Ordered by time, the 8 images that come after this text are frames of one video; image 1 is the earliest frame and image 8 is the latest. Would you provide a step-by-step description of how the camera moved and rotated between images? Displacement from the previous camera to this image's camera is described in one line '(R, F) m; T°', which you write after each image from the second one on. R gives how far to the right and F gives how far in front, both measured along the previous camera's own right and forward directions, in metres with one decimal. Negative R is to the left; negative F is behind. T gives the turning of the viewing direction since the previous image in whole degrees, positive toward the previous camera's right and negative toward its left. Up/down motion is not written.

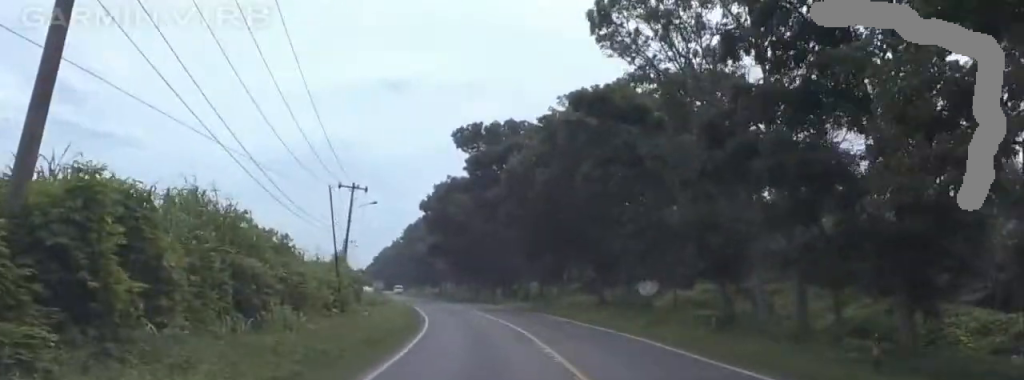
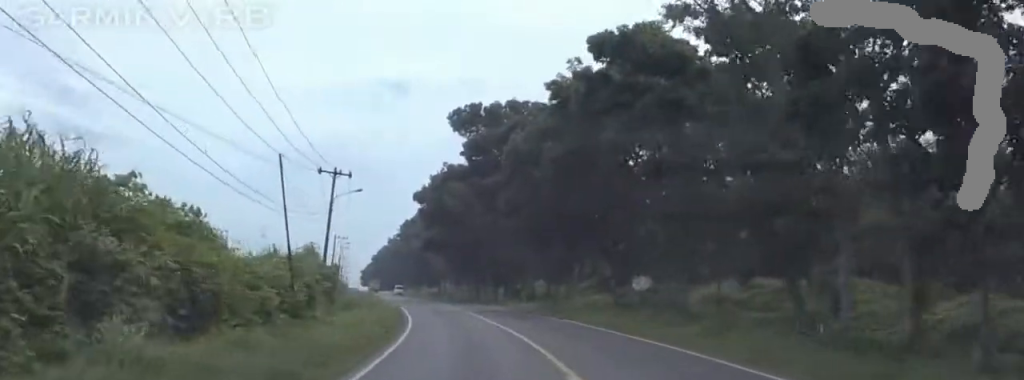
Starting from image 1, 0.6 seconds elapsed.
(0.0, +9.5) m; 0°
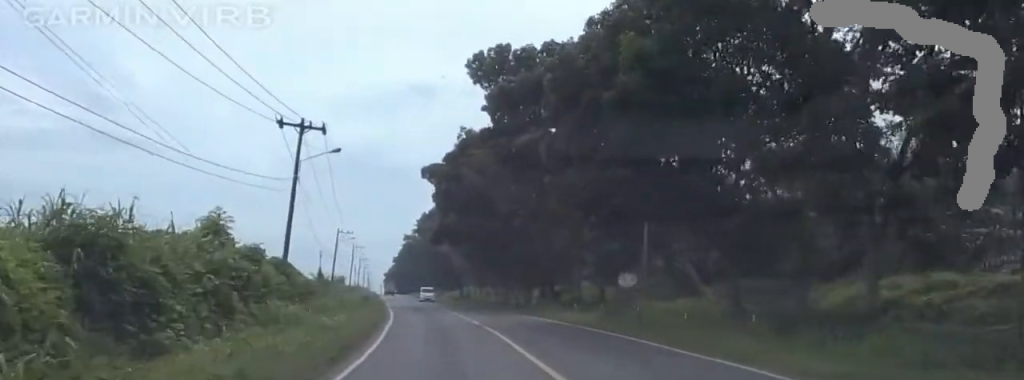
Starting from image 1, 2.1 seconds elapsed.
(0.0, +21.1) m; -2°
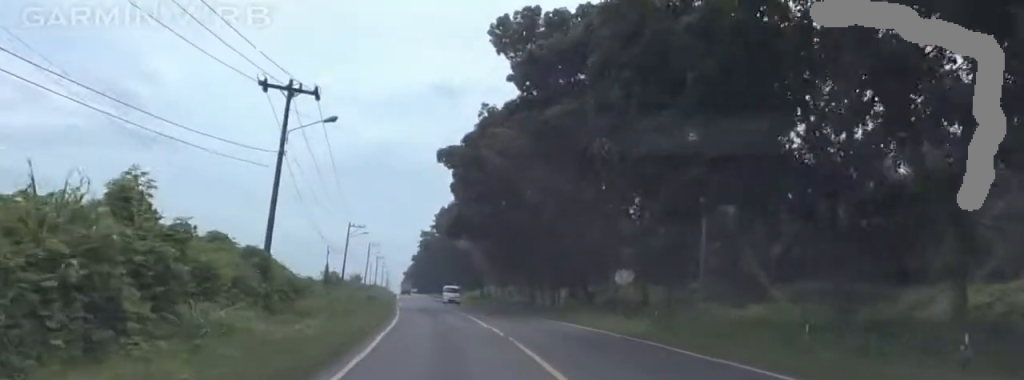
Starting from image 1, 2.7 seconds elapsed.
(0.0, +8.7) m; -2°
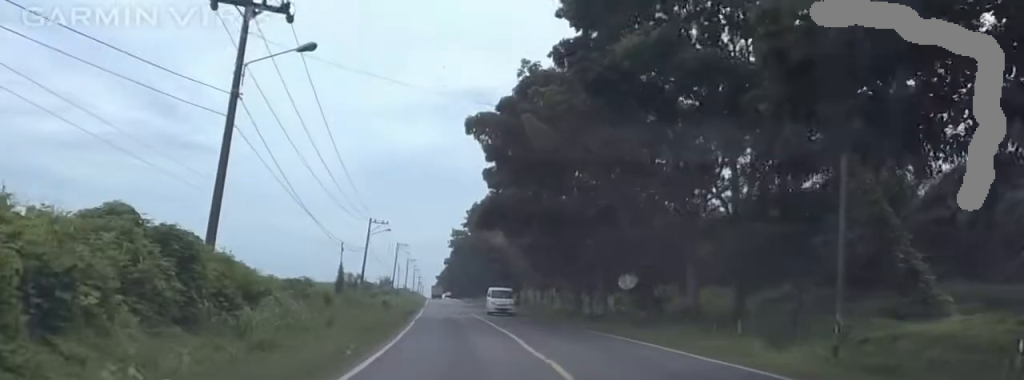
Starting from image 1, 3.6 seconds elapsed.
(-0.5, +12.9) m; -2°
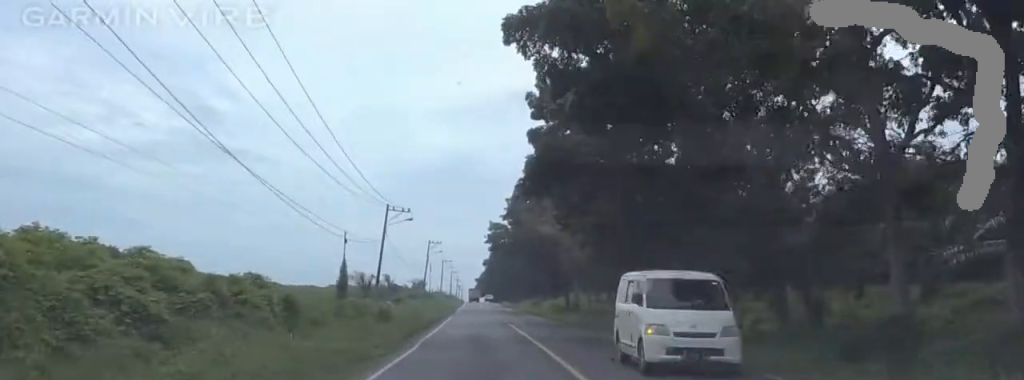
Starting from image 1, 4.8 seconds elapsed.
(0.0, +18.8) m; 0°
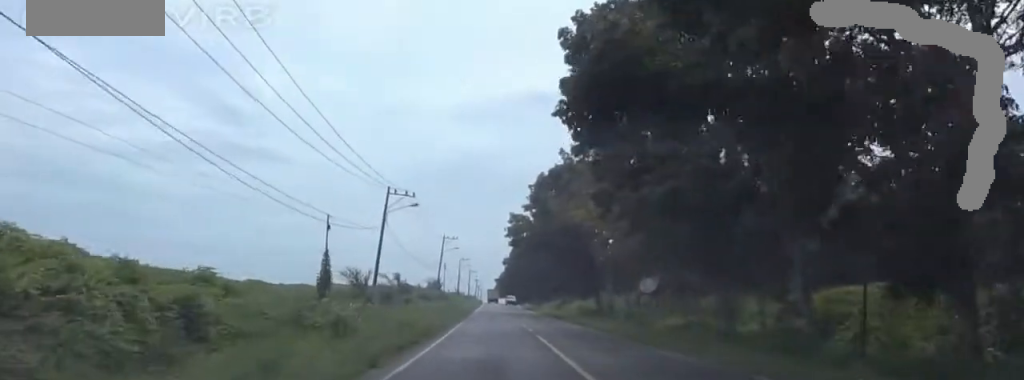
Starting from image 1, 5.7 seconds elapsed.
(0.0, +12.9) m; +1°
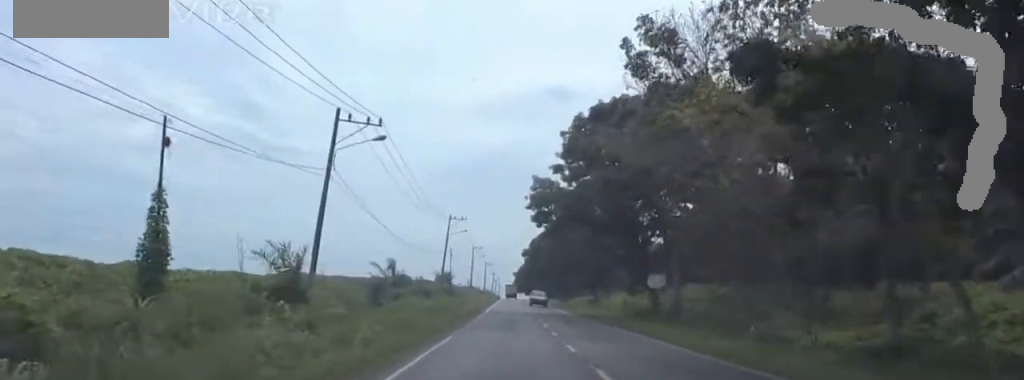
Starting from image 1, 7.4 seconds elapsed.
(+1.2, +25.6) m; -1°
